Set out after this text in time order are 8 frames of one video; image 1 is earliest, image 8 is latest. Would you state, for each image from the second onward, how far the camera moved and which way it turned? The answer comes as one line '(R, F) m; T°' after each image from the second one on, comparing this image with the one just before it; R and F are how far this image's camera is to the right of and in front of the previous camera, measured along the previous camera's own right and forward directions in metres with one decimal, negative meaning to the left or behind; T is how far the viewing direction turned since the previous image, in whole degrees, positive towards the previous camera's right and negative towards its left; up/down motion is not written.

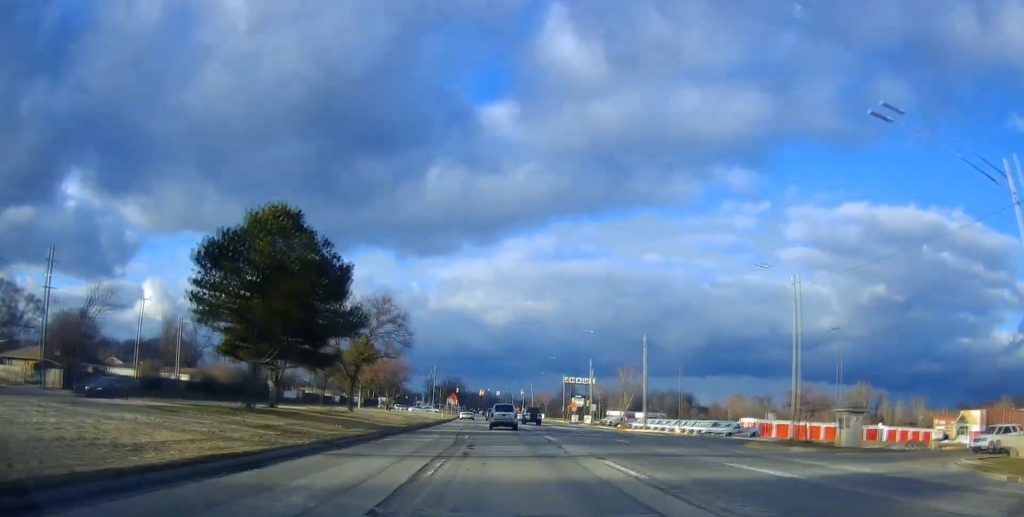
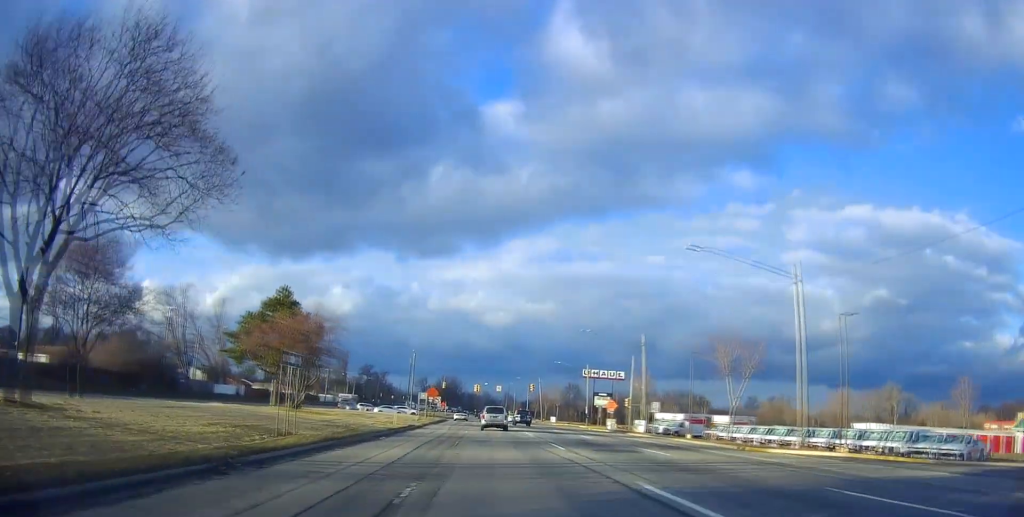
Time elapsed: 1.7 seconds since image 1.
(+0.1, +35.5) m; -1°
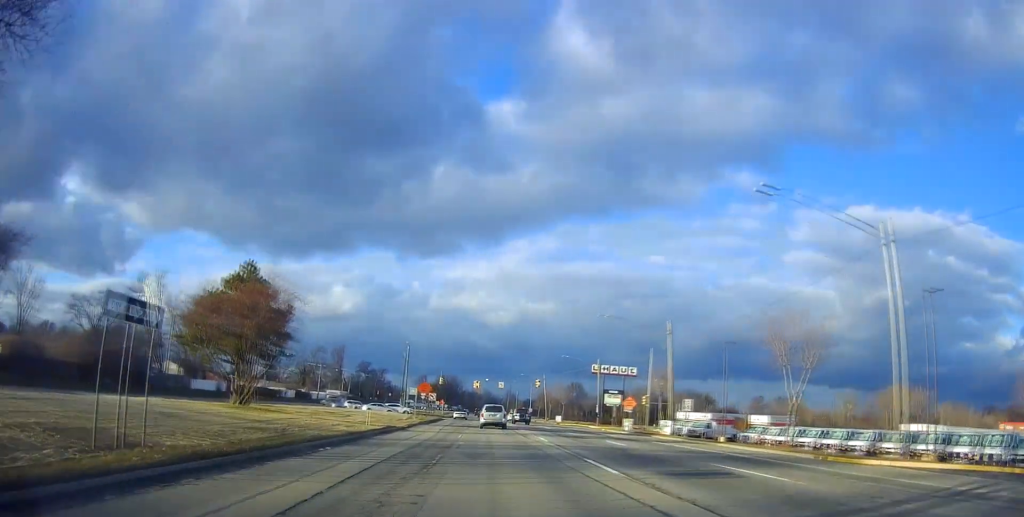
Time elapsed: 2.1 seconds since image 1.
(-0.3, +9.1) m; 0°
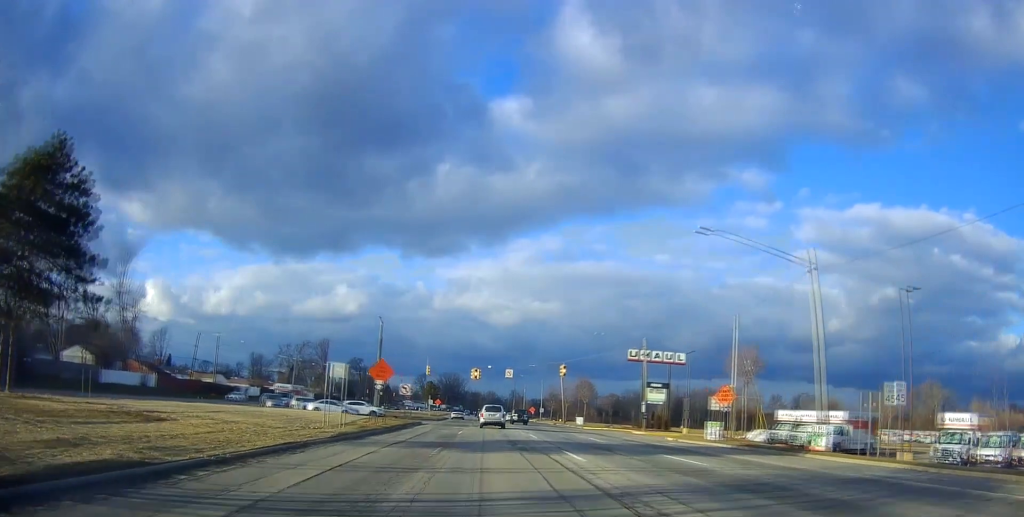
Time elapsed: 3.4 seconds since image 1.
(+0.1, +25.7) m; +2°
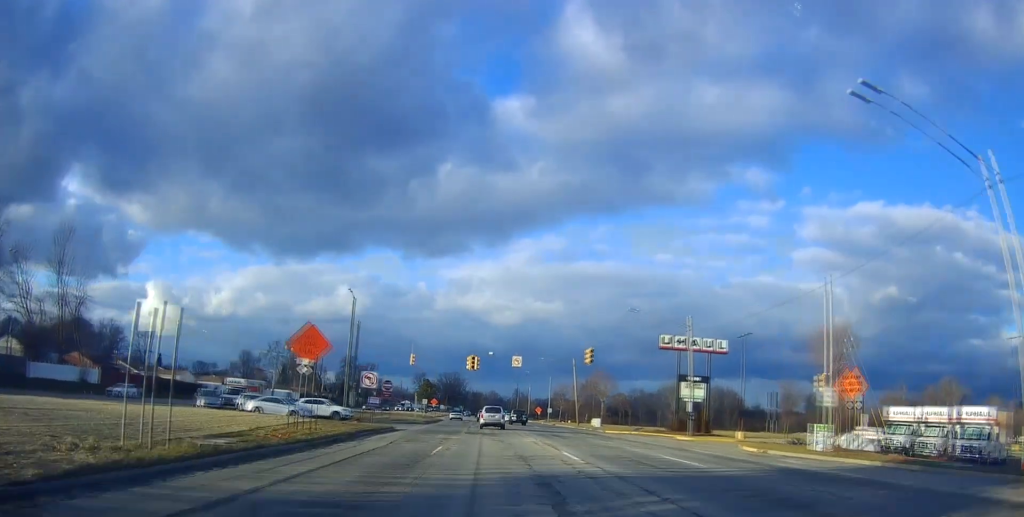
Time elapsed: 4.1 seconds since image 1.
(+0.2, +14.7) m; 0°
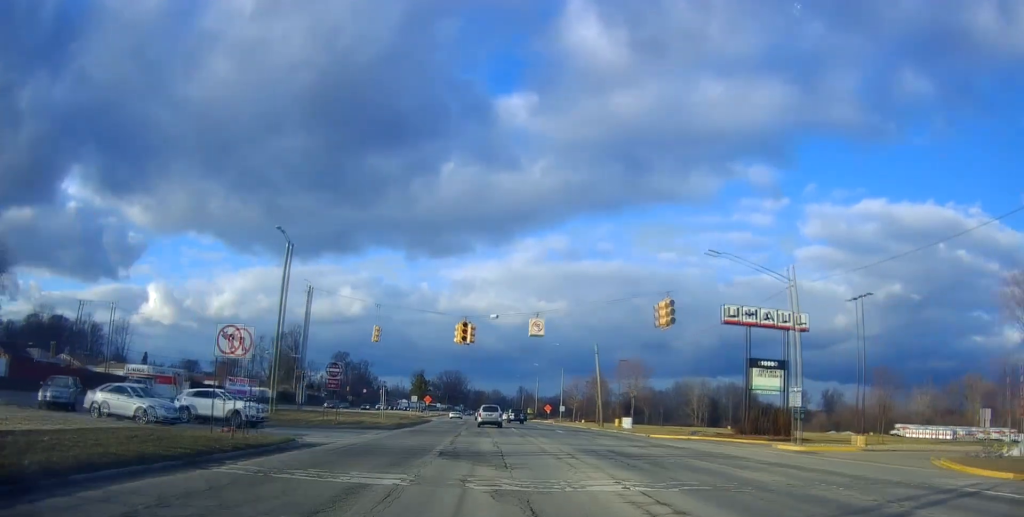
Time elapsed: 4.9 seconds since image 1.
(-0.1, +18.4) m; -1°
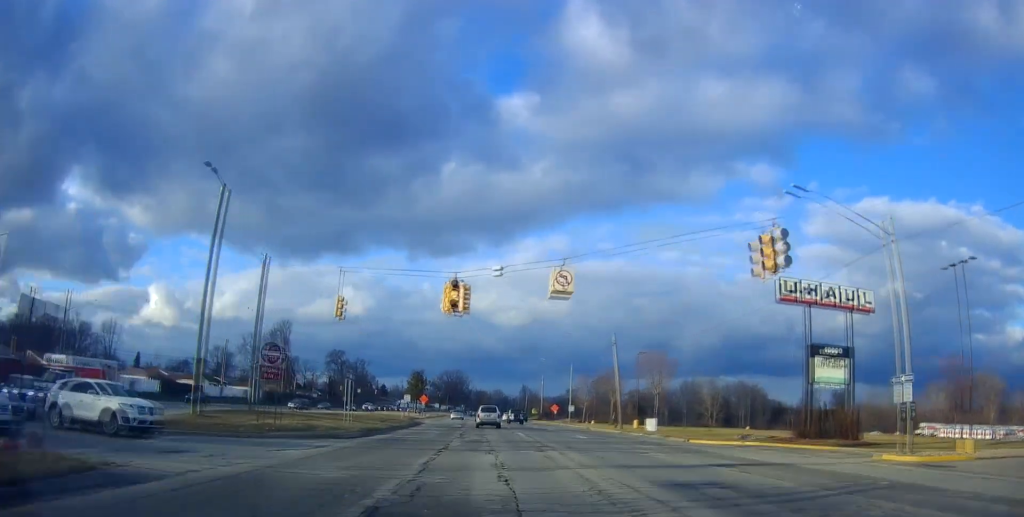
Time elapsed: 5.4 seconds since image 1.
(-0.4, +10.0) m; 0°
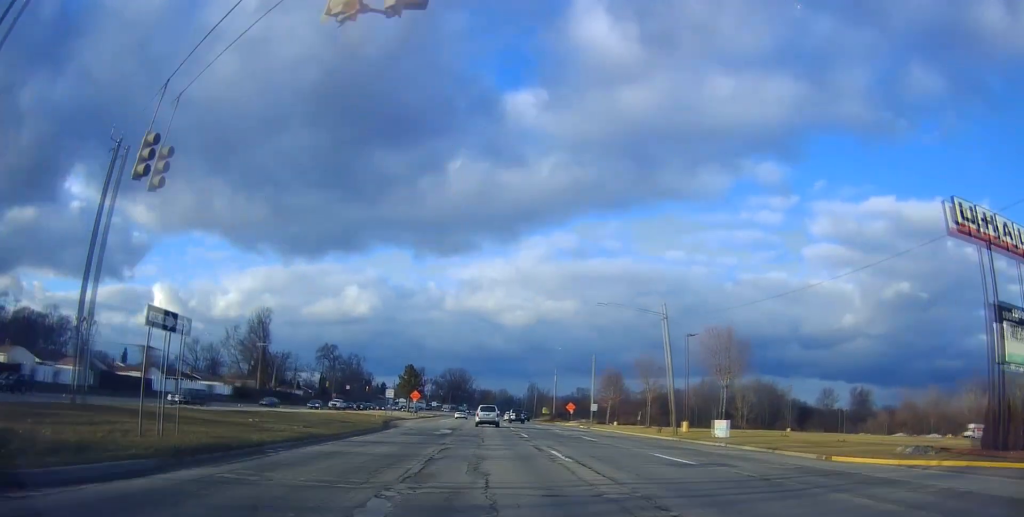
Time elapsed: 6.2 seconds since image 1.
(+0.2, +18.1) m; 0°
